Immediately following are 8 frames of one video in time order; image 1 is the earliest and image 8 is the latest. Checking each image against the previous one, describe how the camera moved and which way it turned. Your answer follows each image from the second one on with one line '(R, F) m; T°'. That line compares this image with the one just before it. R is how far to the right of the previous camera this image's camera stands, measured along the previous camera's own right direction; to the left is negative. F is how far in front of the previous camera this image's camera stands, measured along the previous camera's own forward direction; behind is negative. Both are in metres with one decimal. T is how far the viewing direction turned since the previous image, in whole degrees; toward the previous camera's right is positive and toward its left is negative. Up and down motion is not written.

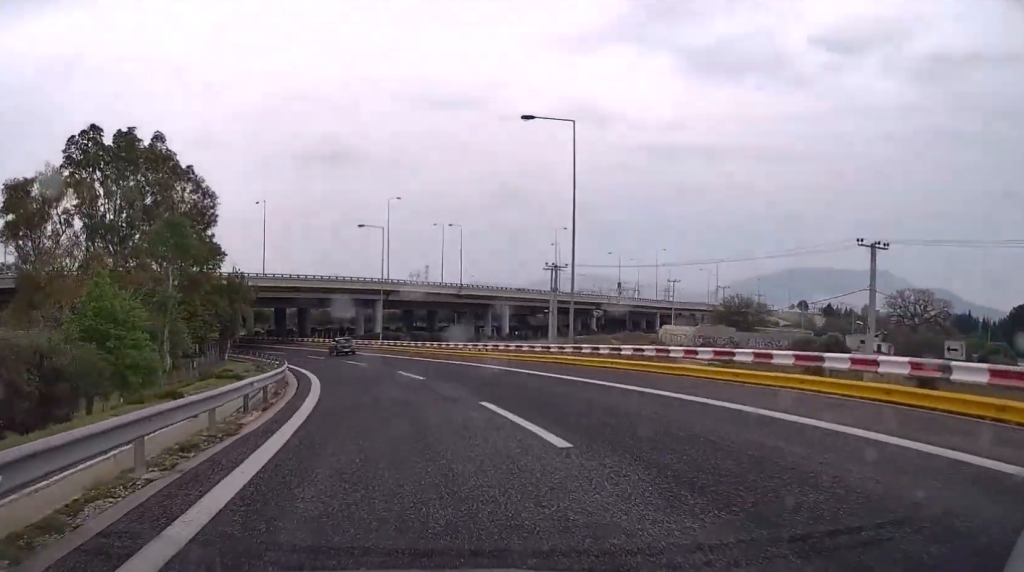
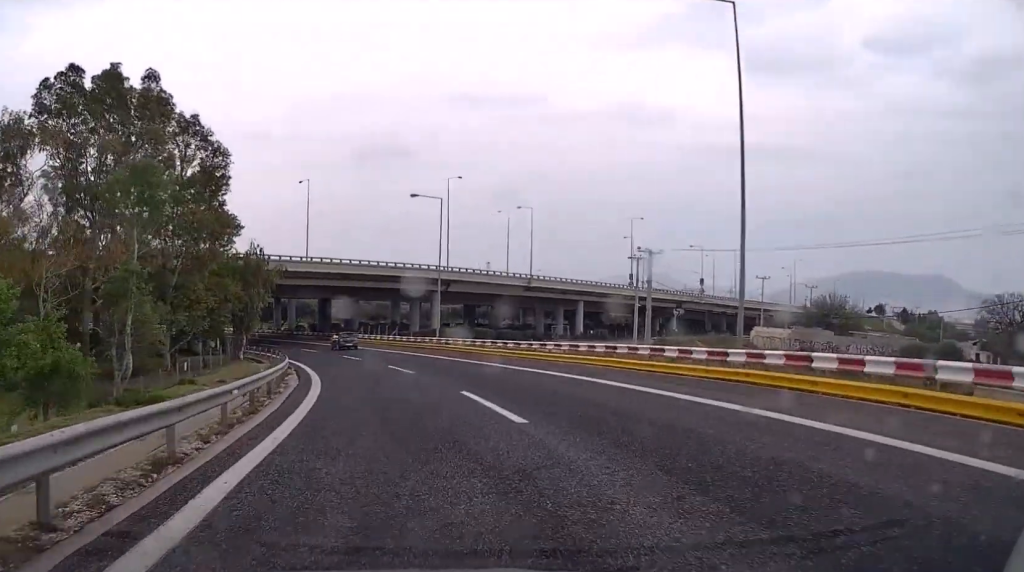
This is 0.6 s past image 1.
(-0.3, +14.5) m; -4°
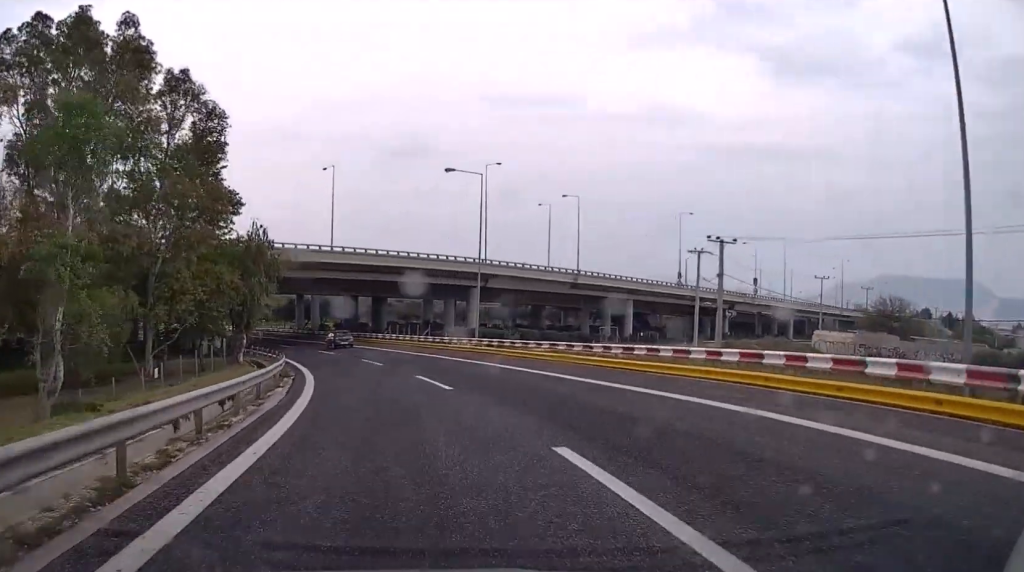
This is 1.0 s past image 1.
(-0.4, +9.7) m; -3°
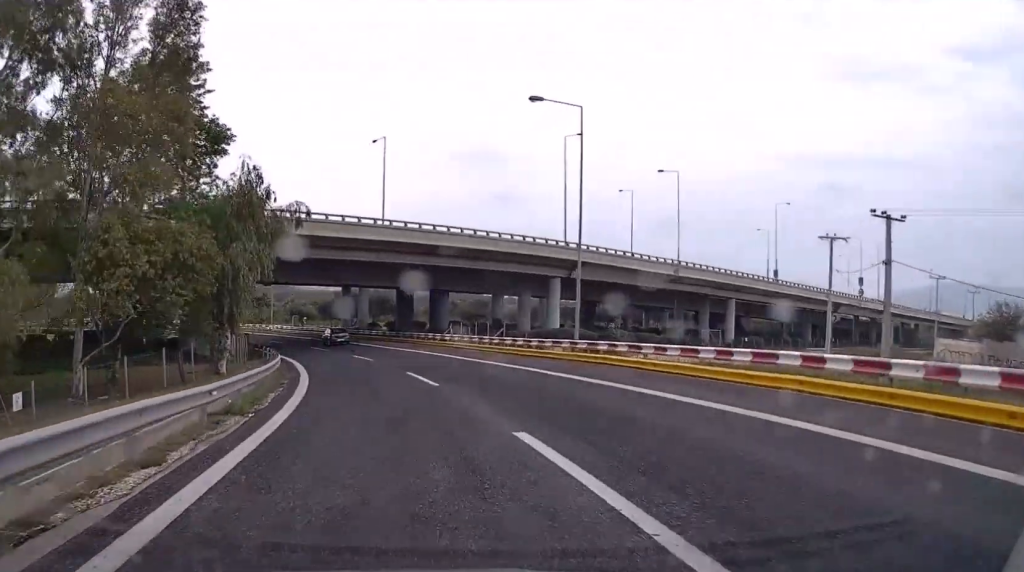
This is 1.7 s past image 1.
(-0.3, +16.2) m; -4°
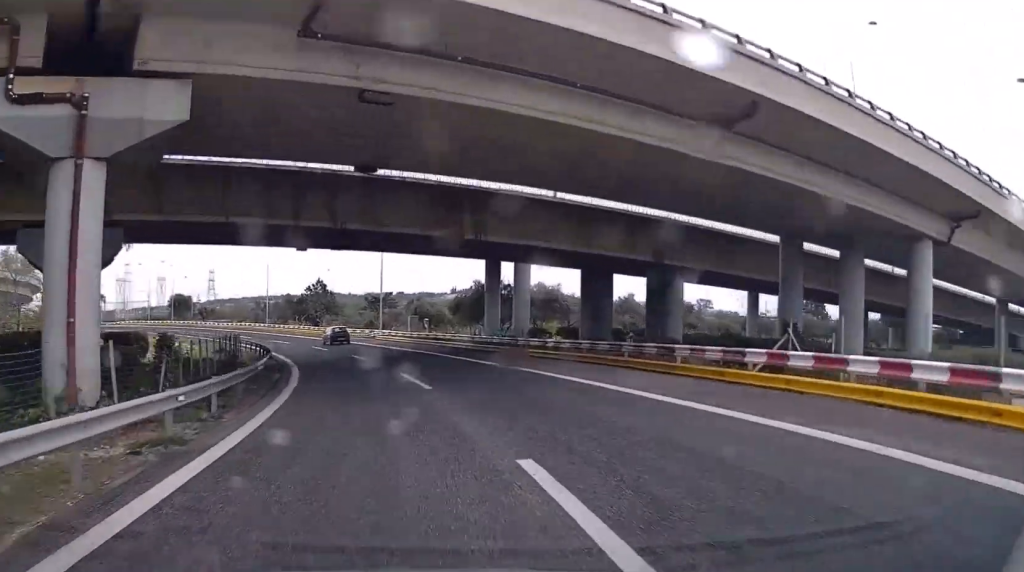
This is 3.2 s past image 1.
(-3.3, +37.2) m; -8°
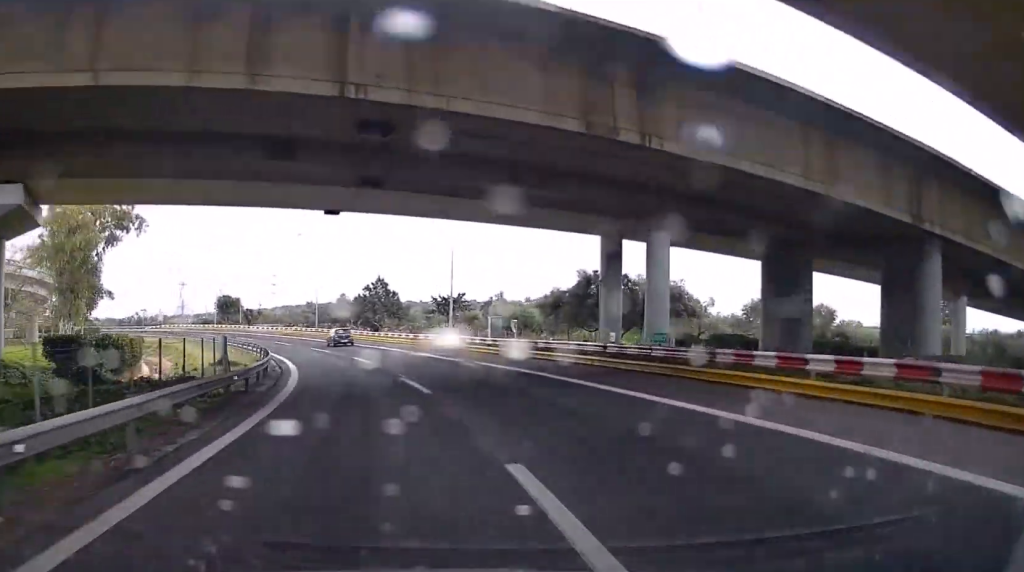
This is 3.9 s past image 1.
(-0.5, +17.9) m; -4°
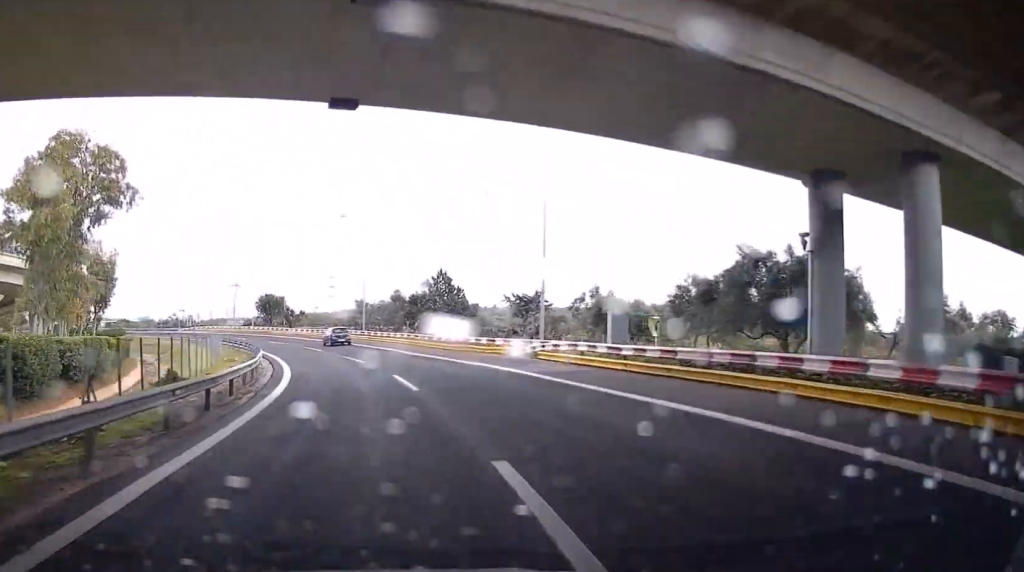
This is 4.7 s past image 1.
(0.0, +17.9) m; -5°
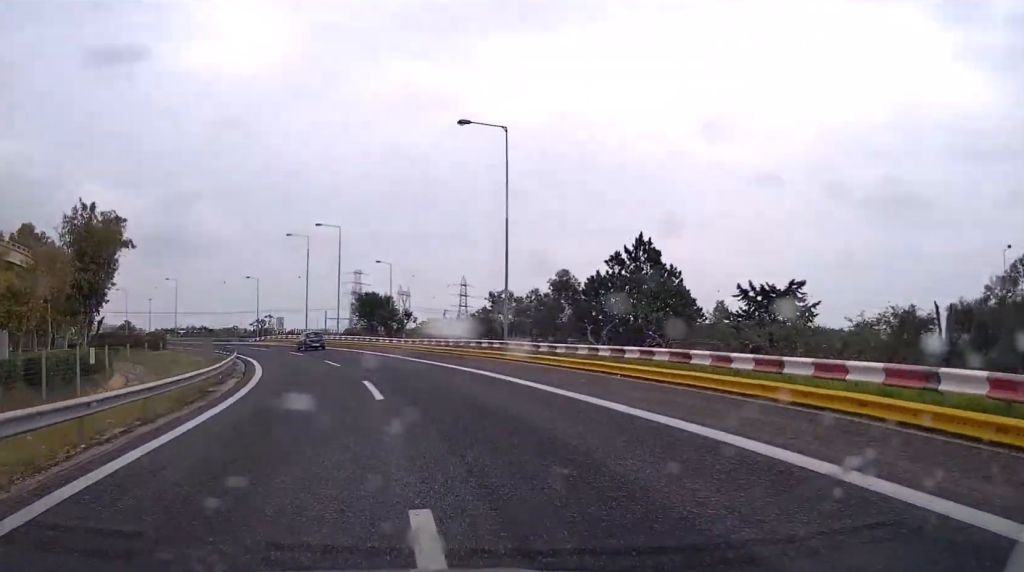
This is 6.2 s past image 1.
(-6.0, +37.3) m; -15°
